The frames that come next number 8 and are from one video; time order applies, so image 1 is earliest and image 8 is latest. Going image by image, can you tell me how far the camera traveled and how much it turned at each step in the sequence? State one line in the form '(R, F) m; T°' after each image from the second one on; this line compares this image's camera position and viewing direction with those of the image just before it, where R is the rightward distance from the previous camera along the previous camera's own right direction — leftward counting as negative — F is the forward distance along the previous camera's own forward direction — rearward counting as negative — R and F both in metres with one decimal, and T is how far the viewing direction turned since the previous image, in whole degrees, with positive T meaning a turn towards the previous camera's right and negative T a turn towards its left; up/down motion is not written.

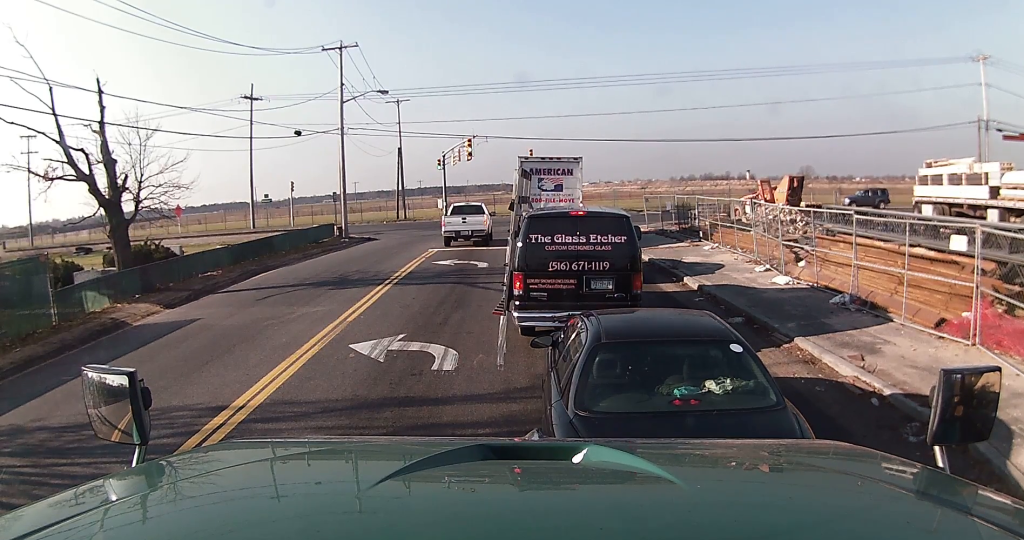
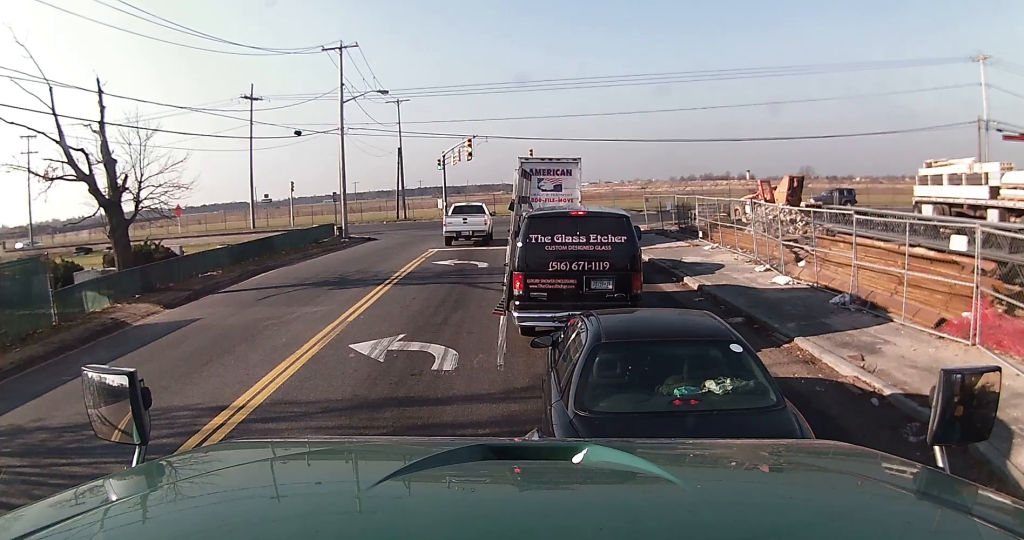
(0.0, 0.0) m; 0°
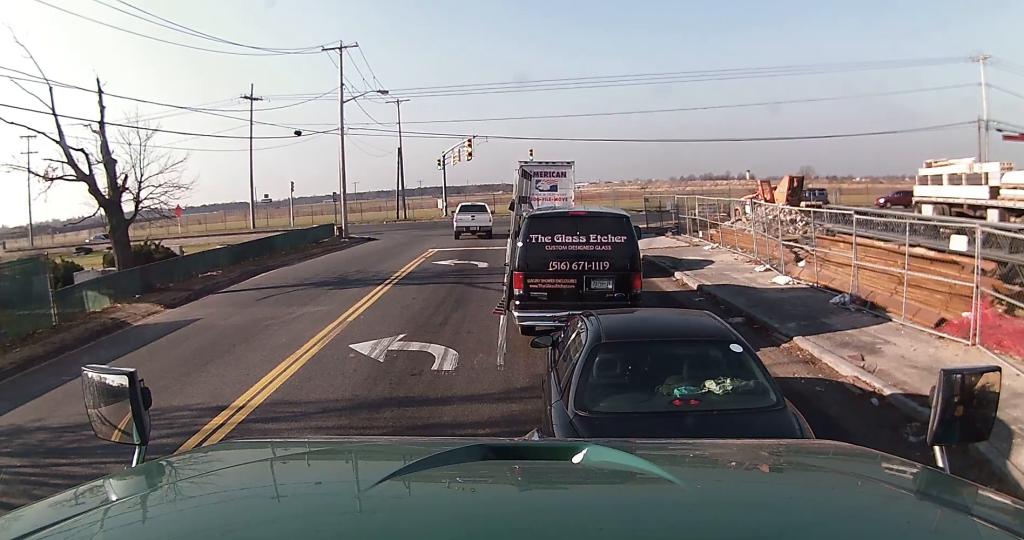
(0.0, 0.0) m; 0°
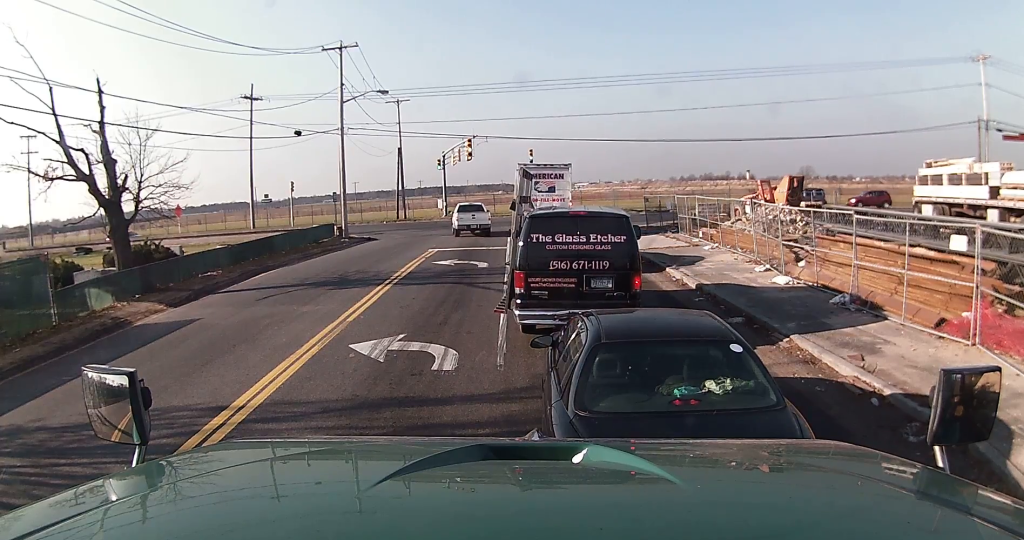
(0.0, 0.0) m; 0°
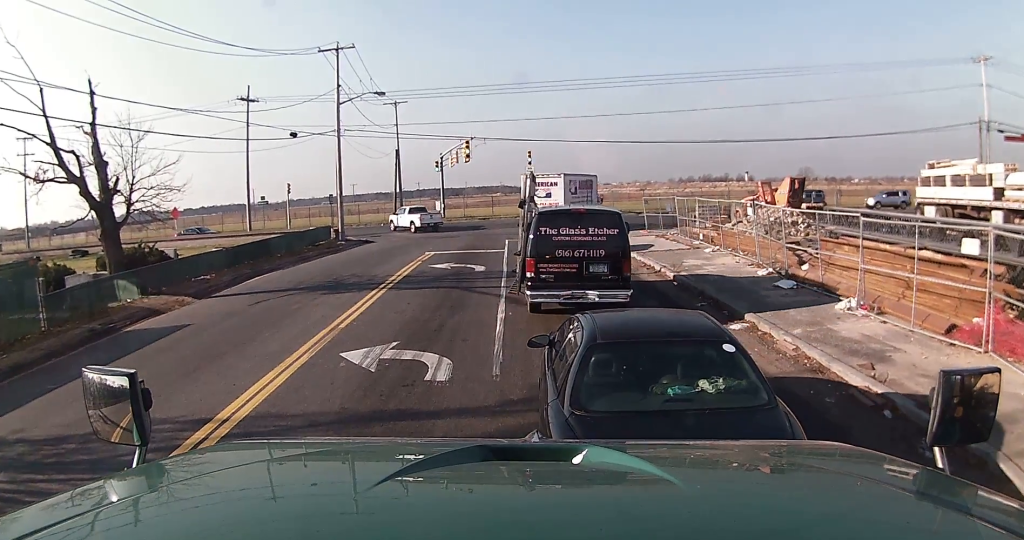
(0.0, 0.0) m; 0°
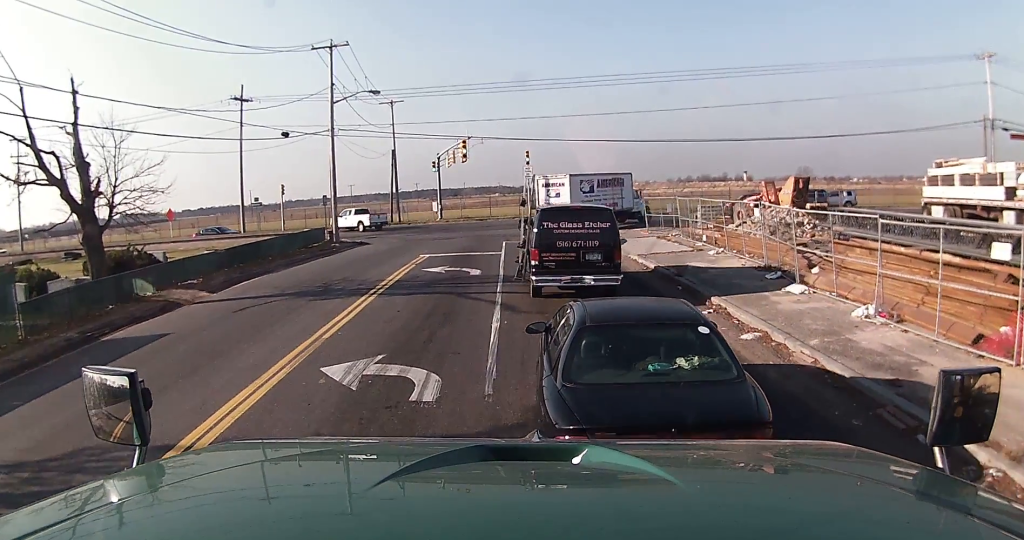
(0.0, 0.0) m; 0°
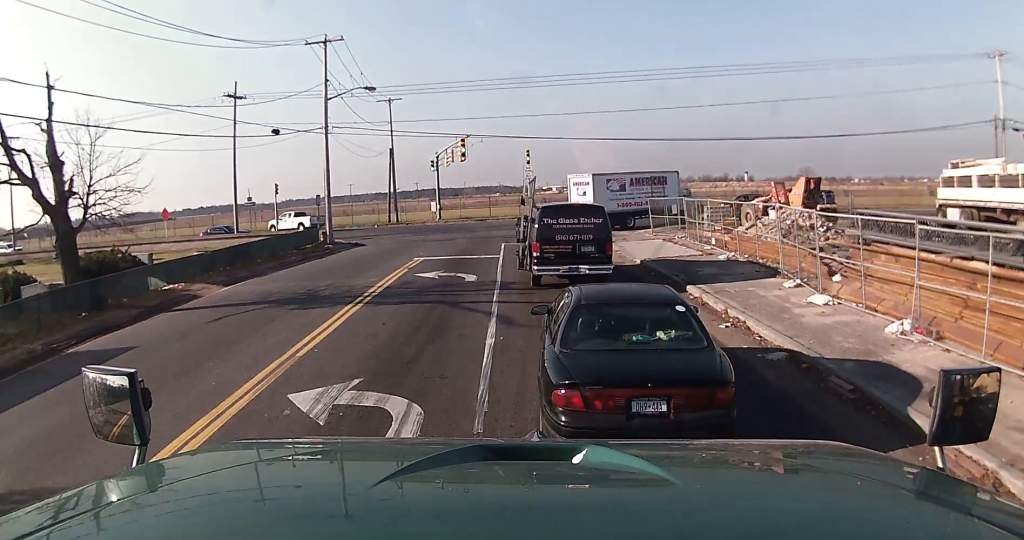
(0.0, +0.3) m; 0°
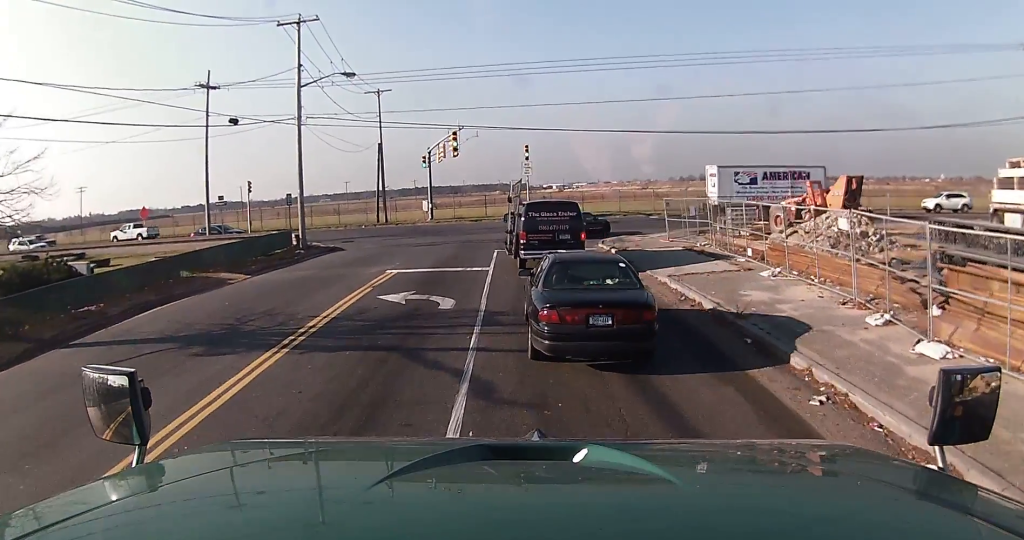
(-0.2, +2.1) m; 0°
